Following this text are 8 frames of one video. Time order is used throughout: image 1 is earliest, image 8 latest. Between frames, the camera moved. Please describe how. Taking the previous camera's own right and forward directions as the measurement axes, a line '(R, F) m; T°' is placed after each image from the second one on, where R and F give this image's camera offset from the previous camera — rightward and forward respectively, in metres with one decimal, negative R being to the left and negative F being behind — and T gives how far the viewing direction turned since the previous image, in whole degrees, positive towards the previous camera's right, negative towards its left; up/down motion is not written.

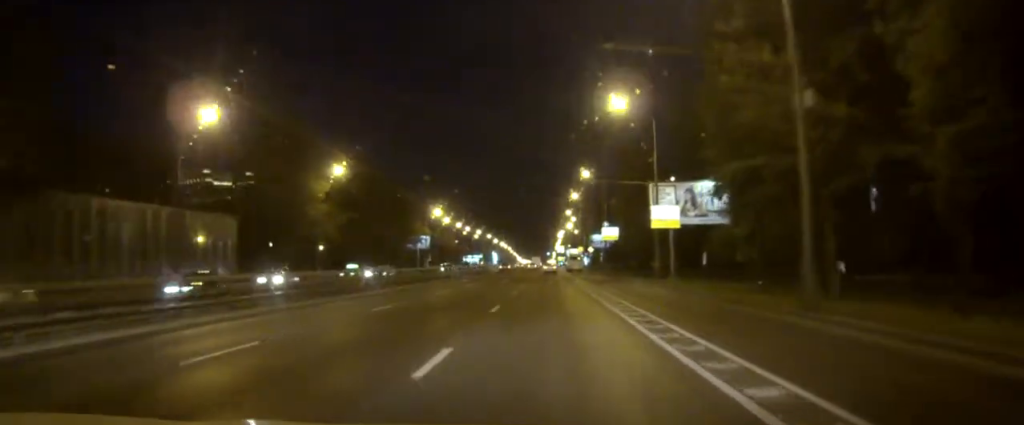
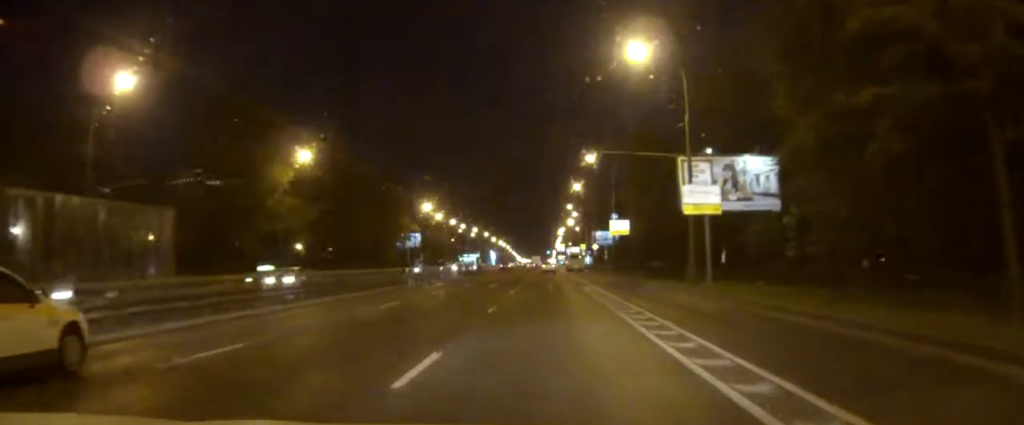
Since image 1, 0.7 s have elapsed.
(0.0, +12.7) m; 0°
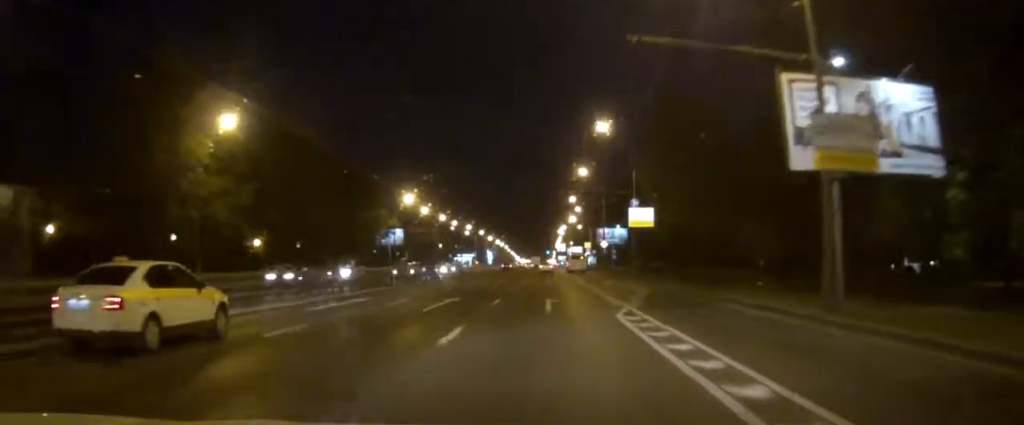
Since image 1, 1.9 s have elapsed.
(0.0, +19.7) m; 0°
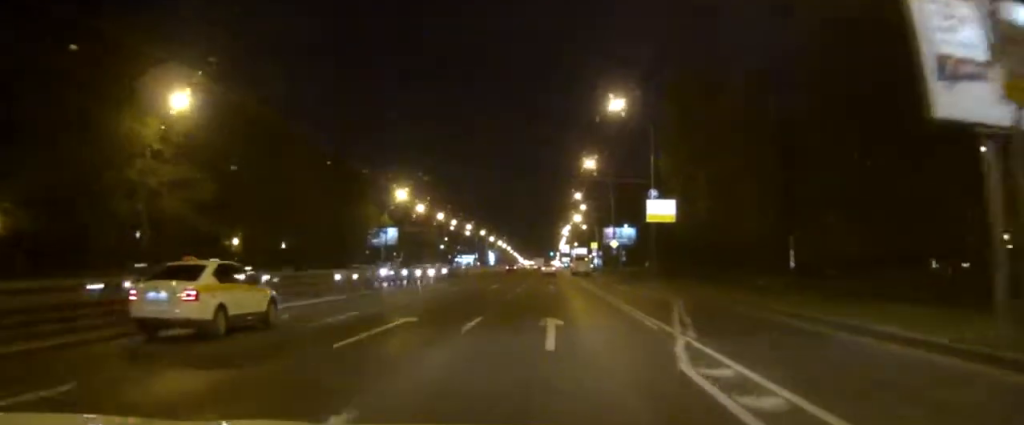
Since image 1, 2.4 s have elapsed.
(0.0, +9.2) m; 0°
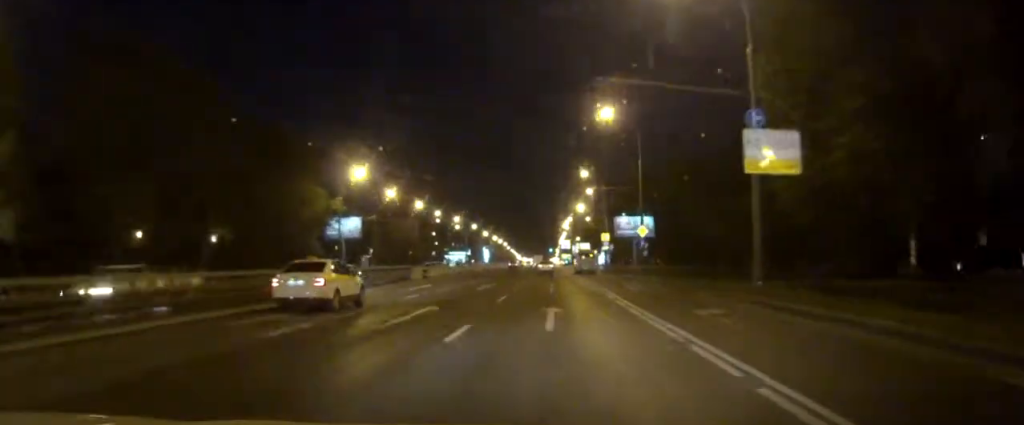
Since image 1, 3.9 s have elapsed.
(-0.1, +26.6) m; 0°
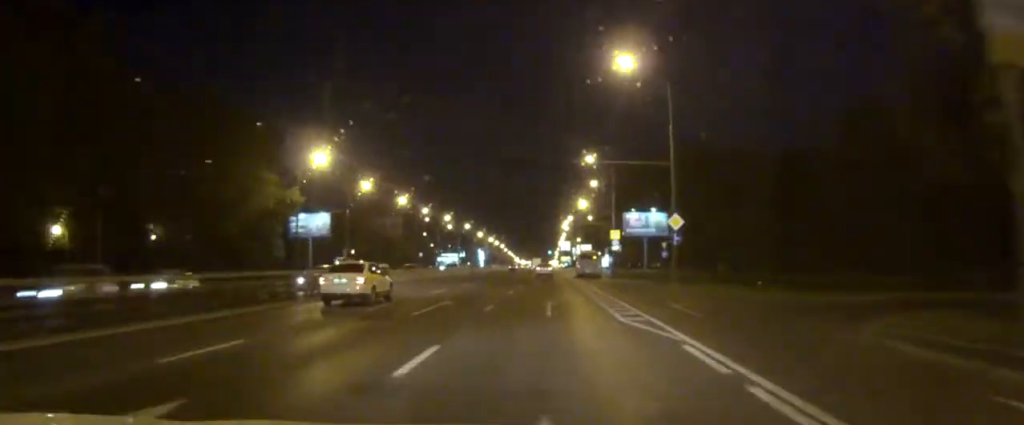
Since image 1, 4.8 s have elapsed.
(+0.1, +15.7) m; 0°
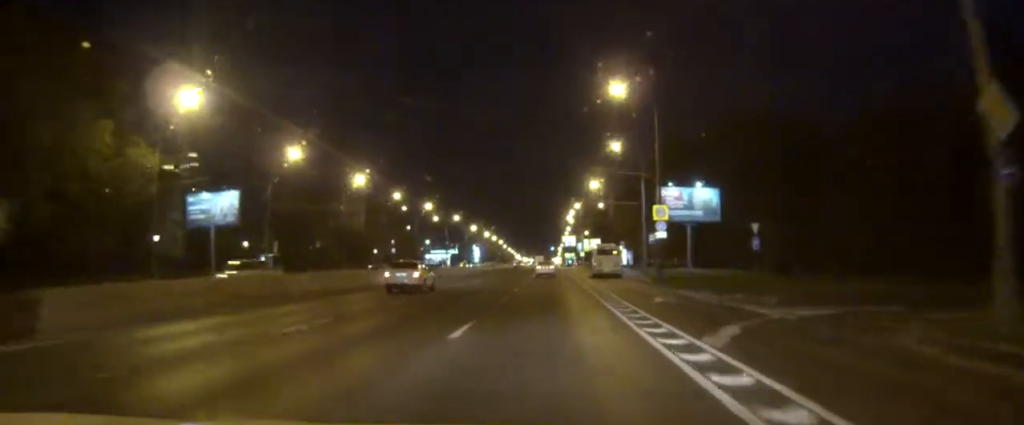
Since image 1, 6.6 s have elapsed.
(-0.1, +31.3) m; 0°
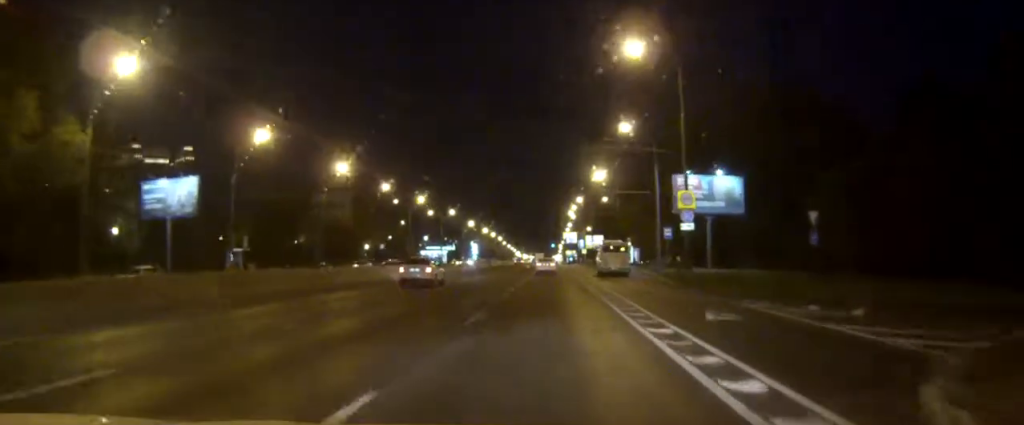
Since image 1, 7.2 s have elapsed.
(0.0, +9.2) m; 0°
